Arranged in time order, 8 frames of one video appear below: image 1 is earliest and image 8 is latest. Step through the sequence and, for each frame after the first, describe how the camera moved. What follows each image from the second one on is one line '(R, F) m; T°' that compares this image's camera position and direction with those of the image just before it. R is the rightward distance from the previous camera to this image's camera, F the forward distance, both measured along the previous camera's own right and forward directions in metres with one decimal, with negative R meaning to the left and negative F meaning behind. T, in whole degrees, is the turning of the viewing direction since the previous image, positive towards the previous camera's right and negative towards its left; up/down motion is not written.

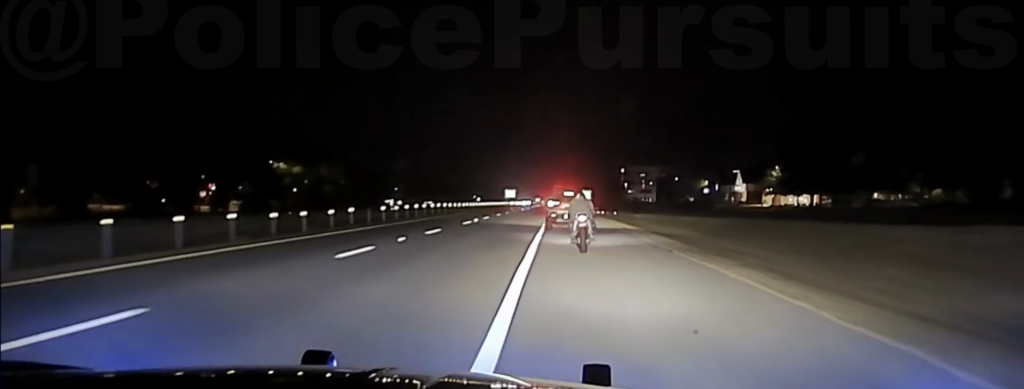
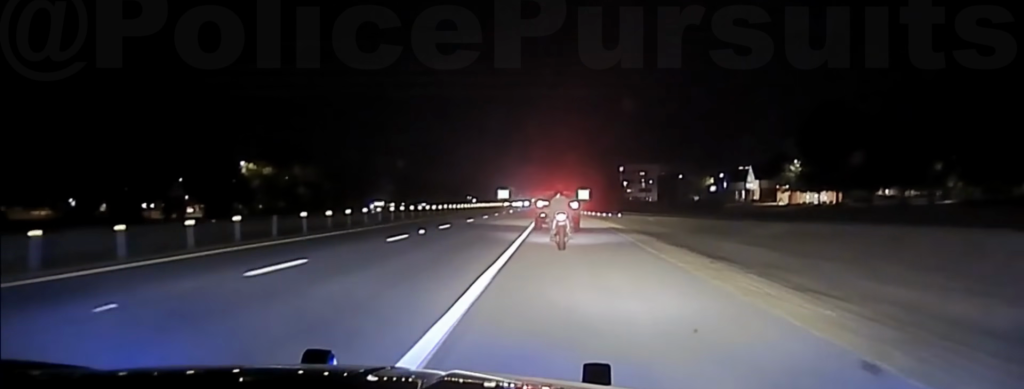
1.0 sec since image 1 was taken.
(+0.1, +13.9) m; 0°
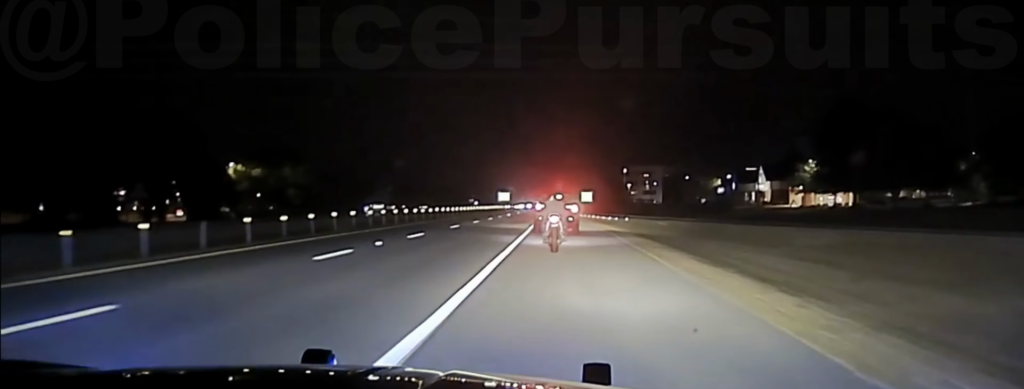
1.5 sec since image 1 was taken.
(0.0, +6.6) m; 0°
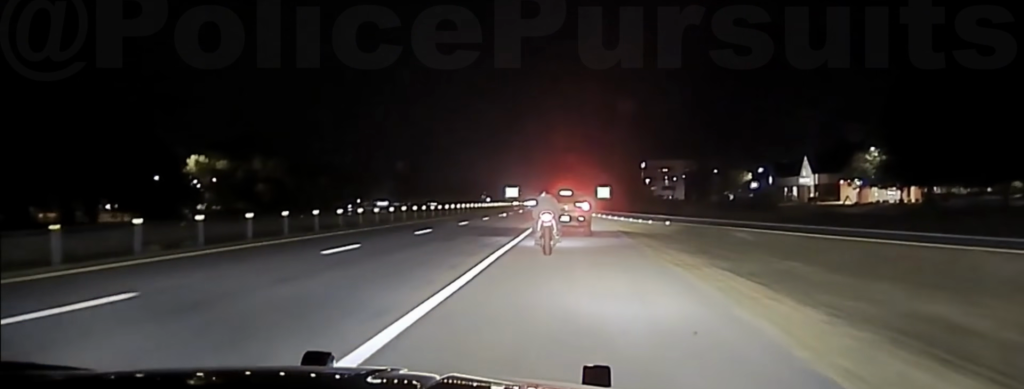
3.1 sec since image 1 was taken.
(+0.1, +21.8) m; -1°
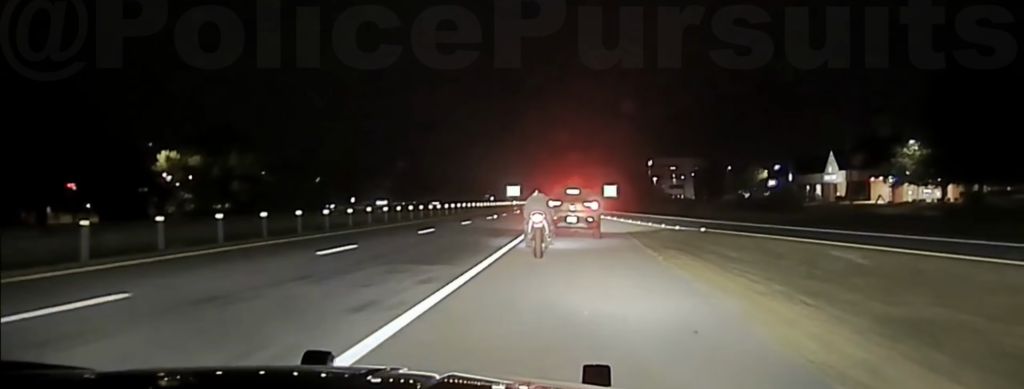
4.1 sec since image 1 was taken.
(-0.4, +13.7) m; -2°
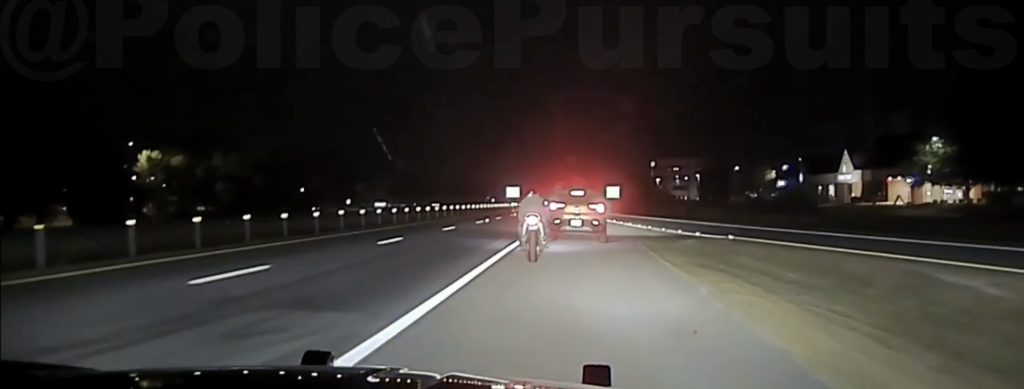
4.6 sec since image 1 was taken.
(-0.2, +7.2) m; -1°
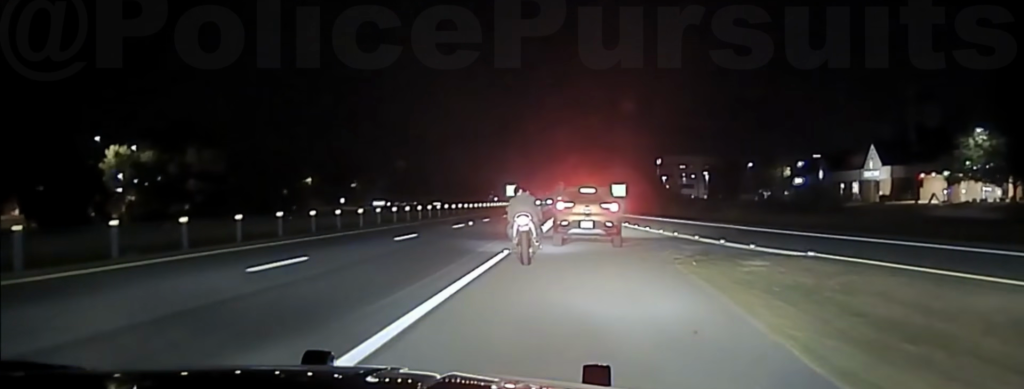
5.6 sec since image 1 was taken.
(+0.3, +12.3) m; +1°
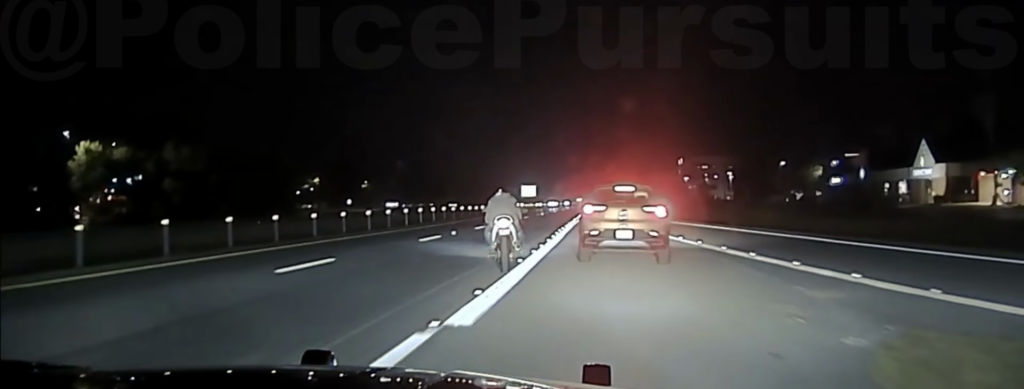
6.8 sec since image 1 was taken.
(-0.2, +13.2) m; -3°
